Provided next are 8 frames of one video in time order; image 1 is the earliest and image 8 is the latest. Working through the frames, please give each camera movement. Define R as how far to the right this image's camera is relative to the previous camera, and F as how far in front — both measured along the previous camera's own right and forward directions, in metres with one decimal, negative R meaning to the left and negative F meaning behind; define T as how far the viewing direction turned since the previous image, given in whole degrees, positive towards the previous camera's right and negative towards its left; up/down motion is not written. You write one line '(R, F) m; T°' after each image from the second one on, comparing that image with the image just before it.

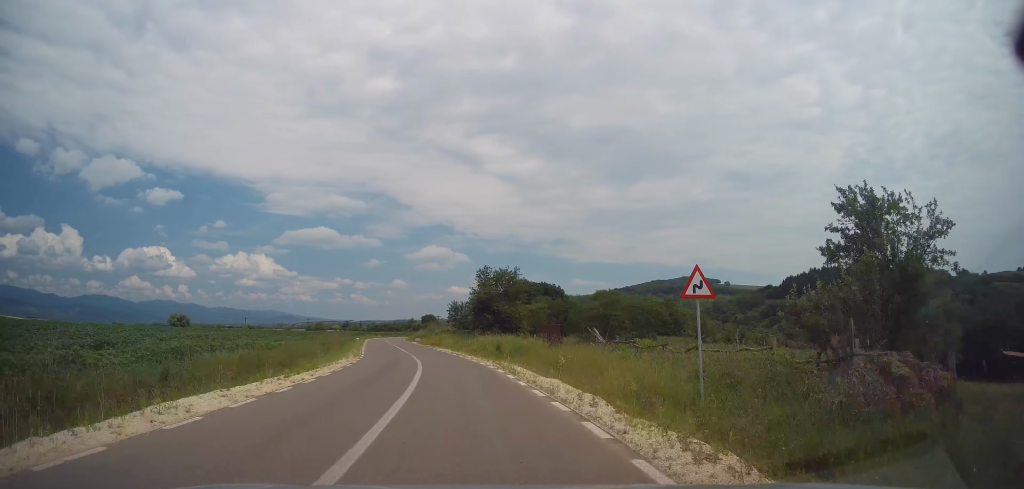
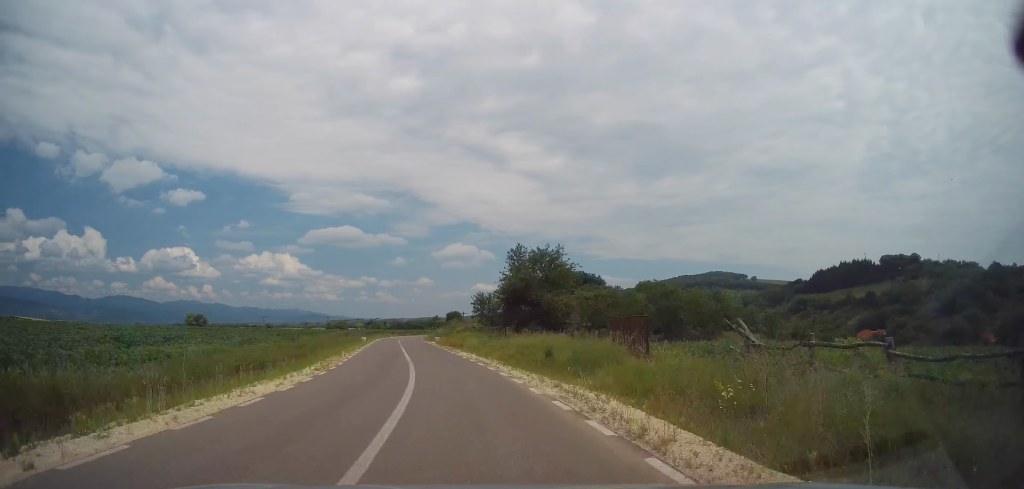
(-0.2, +11.0) m; -2°
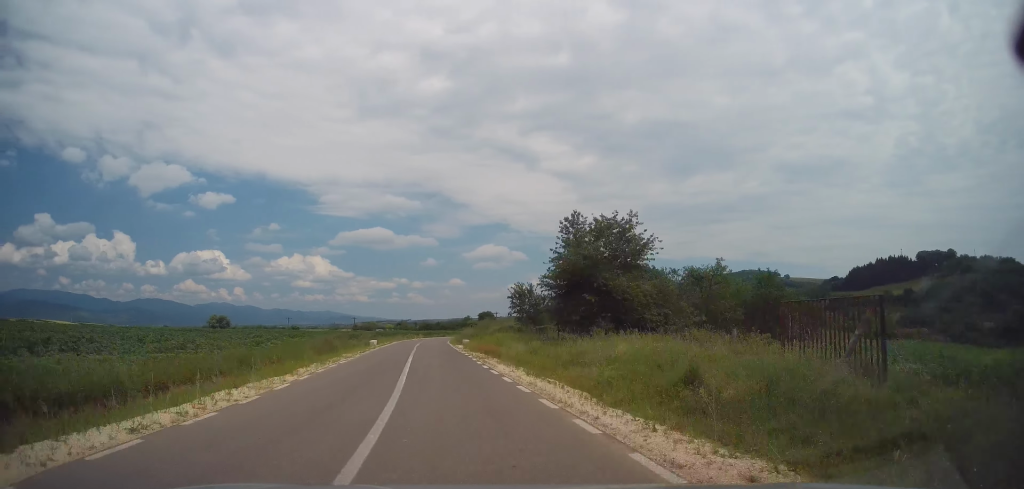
(-0.1, +11.6) m; -2°
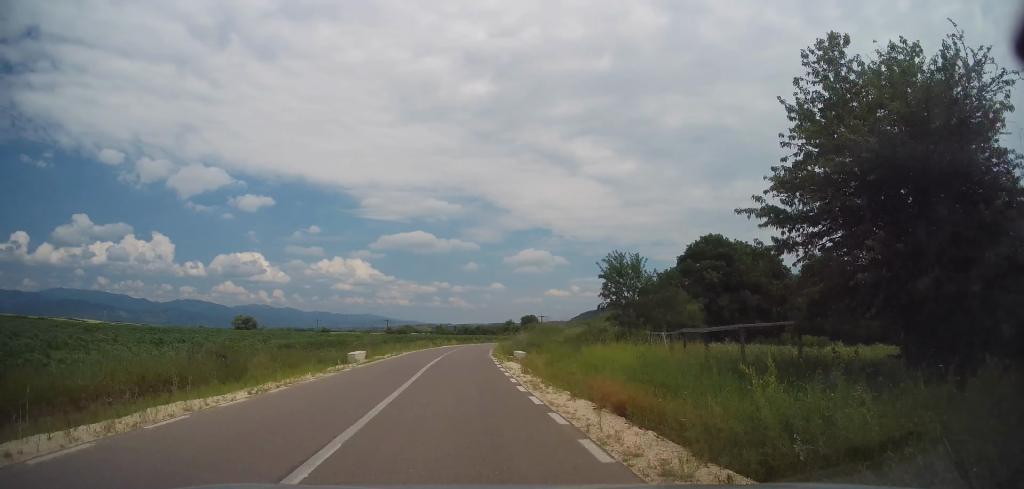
(-0.9, +19.1) m; -5°
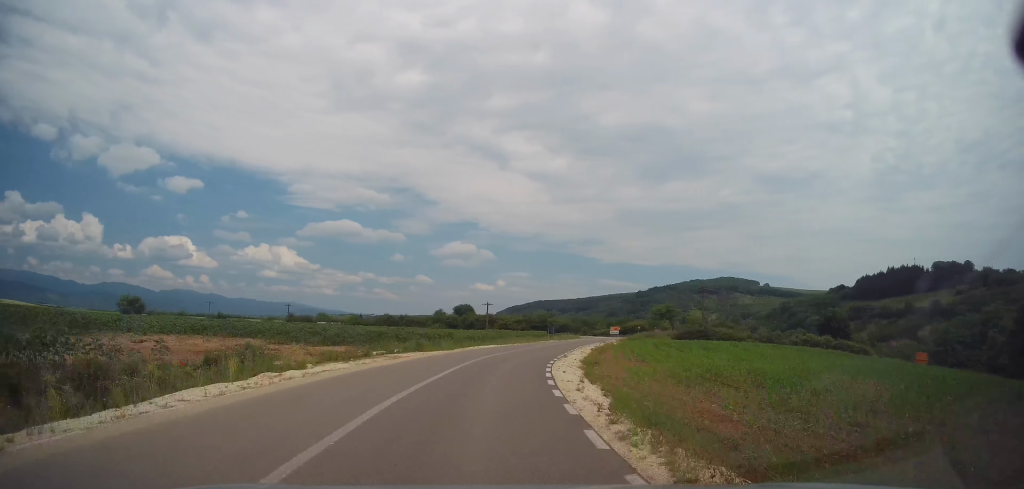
(-2.0, +49.8) m; +3°
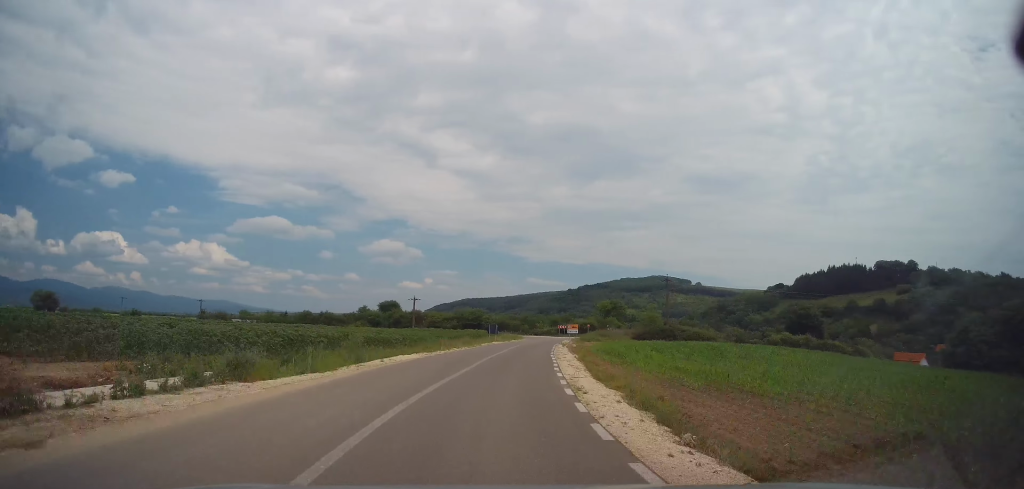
(+1.2, +16.1) m; +6°
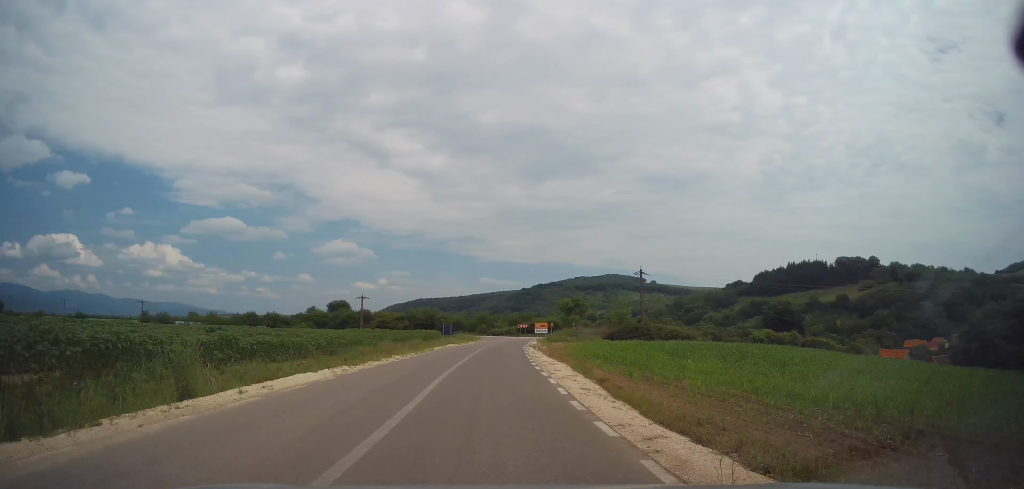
(+0.3, +9.9) m; +4°
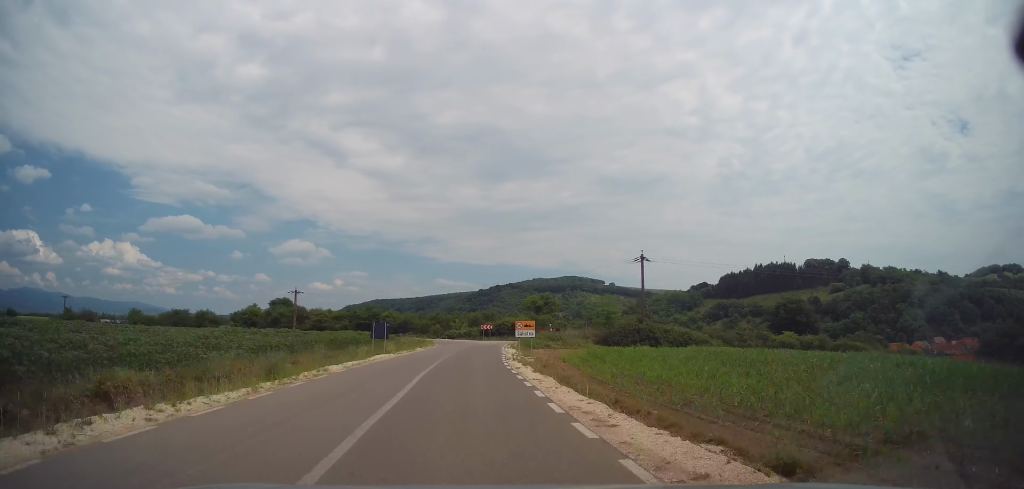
(+1.2, +18.9) m; +6°
